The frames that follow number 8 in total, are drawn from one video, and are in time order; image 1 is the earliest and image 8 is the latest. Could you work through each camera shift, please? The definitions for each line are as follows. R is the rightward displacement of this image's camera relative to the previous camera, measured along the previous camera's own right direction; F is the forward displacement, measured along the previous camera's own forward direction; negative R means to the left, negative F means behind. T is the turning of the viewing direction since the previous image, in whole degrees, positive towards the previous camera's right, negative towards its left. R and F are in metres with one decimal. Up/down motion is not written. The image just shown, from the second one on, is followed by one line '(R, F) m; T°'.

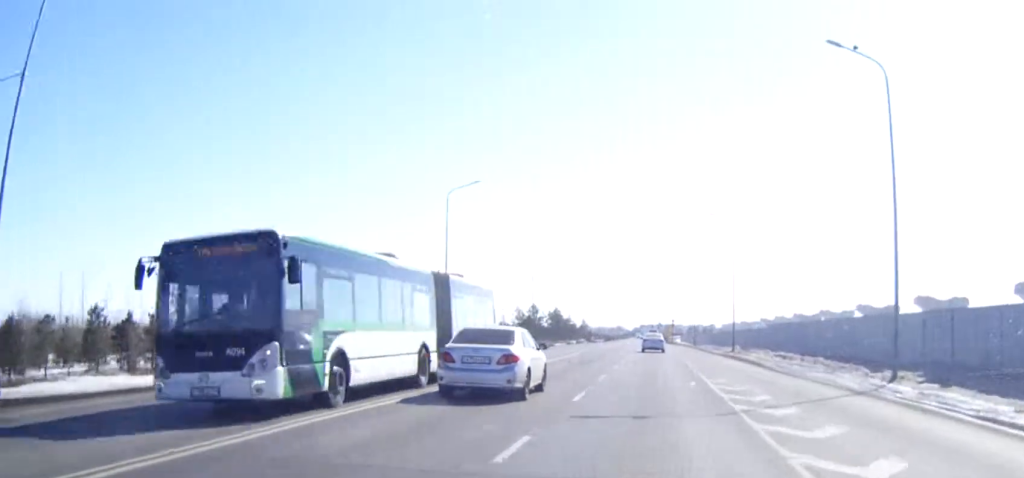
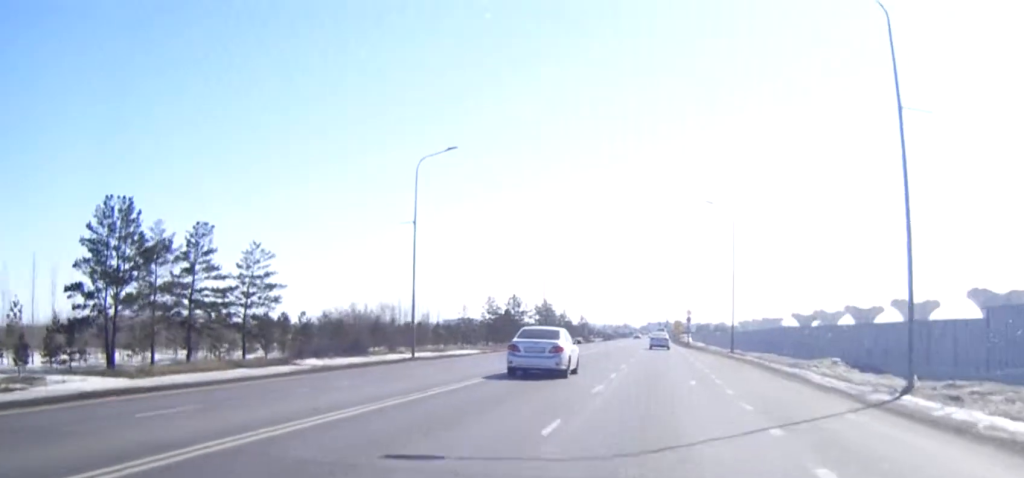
(-0.2, +46.1) m; 0°
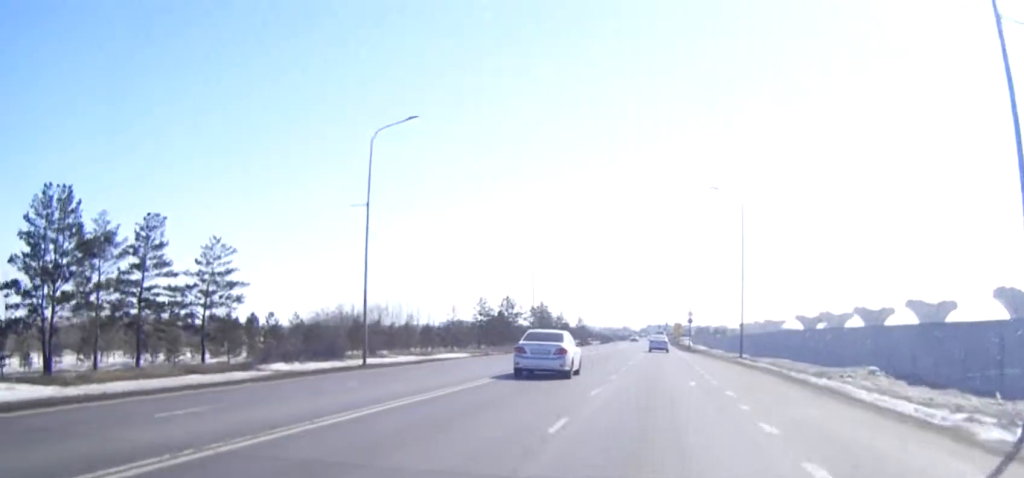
(0.0, +7.4) m; 0°
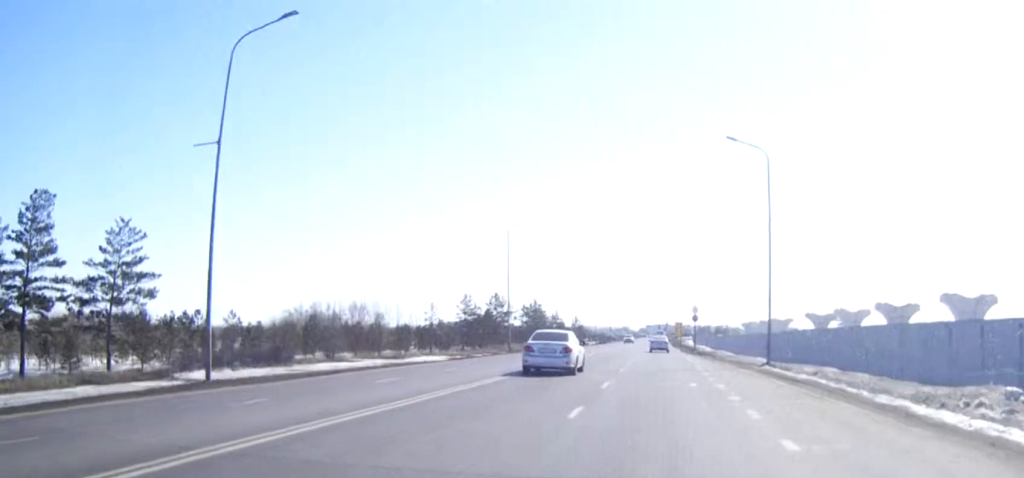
(0.0, +13.9) m; 0°
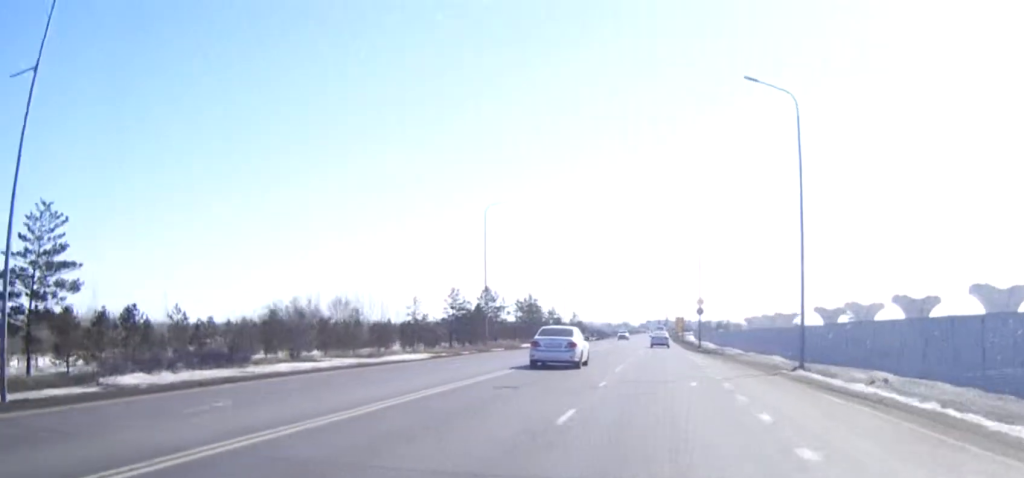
(0.0, +9.5) m; 0°
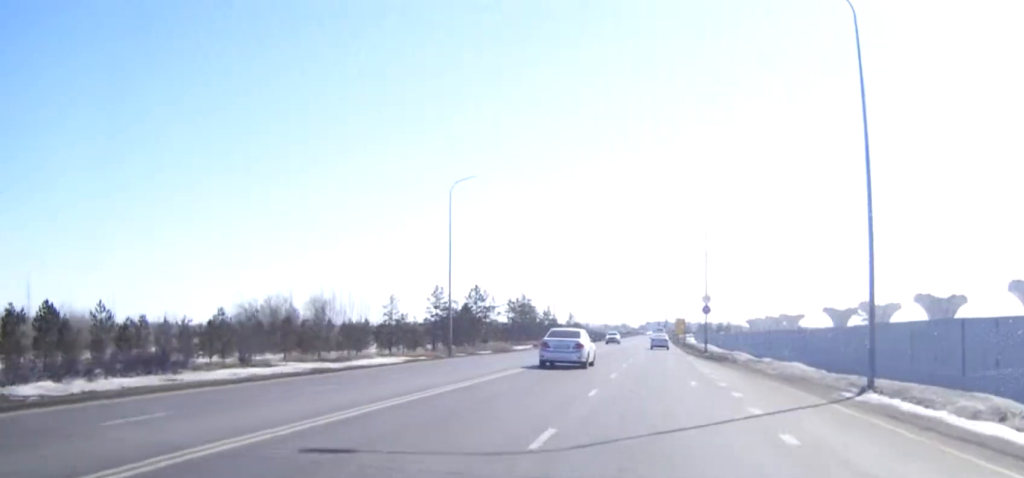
(0.0, +10.4) m; 0°
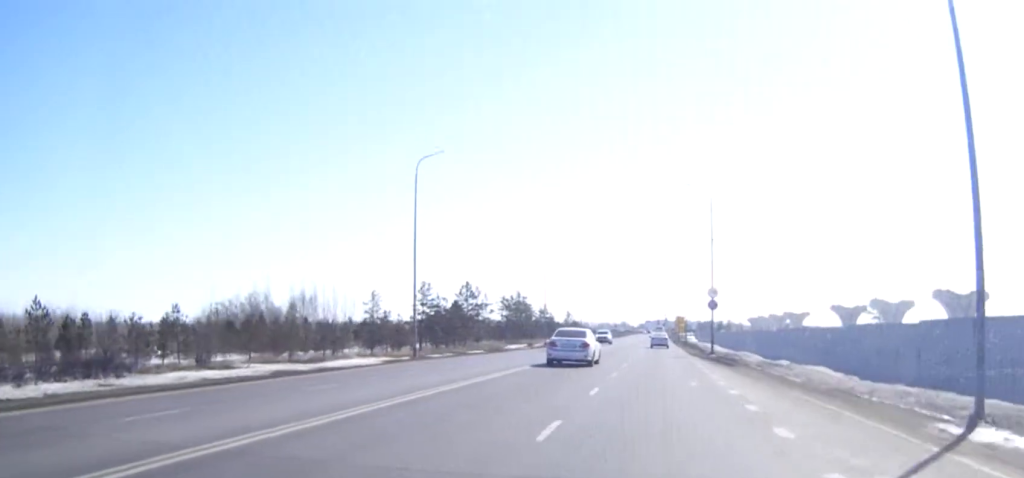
(0.0, +7.5) m; 0°
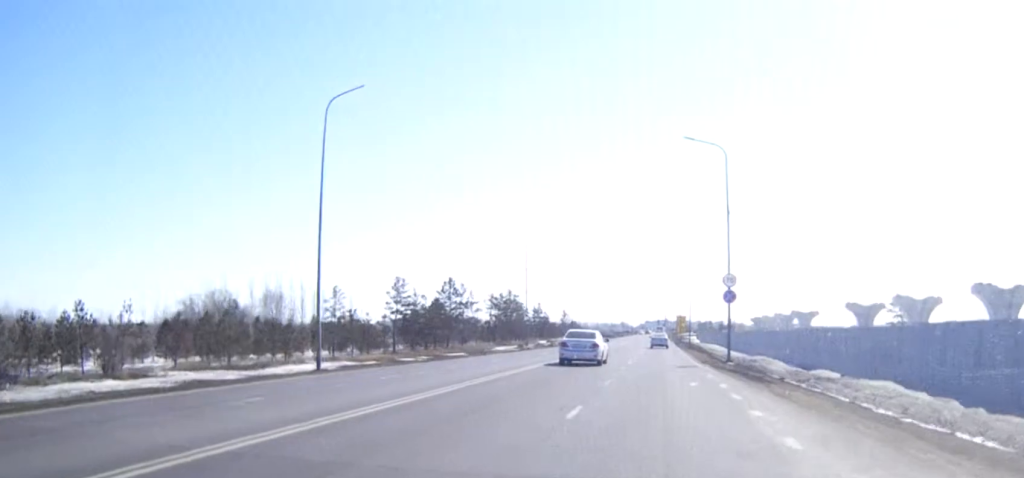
(0.0, +12.9) m; 0°
